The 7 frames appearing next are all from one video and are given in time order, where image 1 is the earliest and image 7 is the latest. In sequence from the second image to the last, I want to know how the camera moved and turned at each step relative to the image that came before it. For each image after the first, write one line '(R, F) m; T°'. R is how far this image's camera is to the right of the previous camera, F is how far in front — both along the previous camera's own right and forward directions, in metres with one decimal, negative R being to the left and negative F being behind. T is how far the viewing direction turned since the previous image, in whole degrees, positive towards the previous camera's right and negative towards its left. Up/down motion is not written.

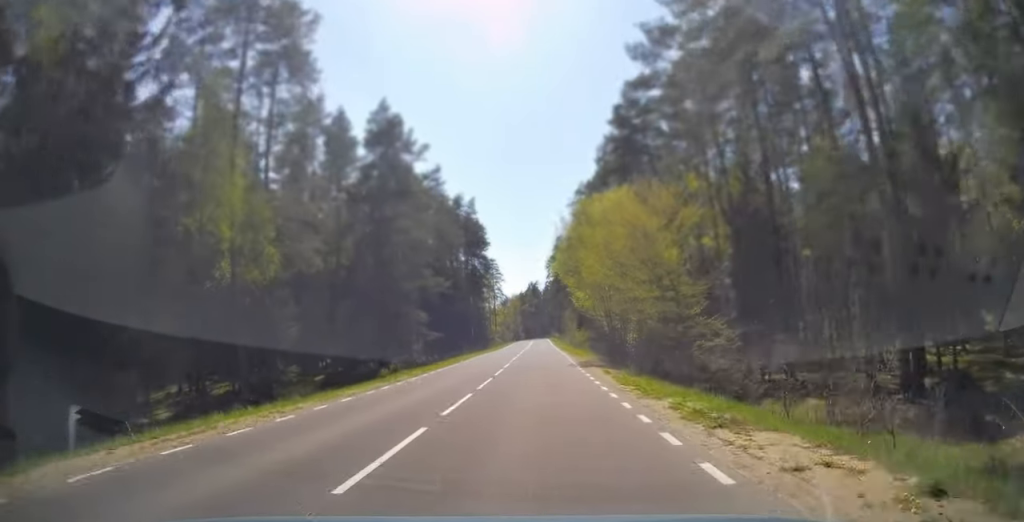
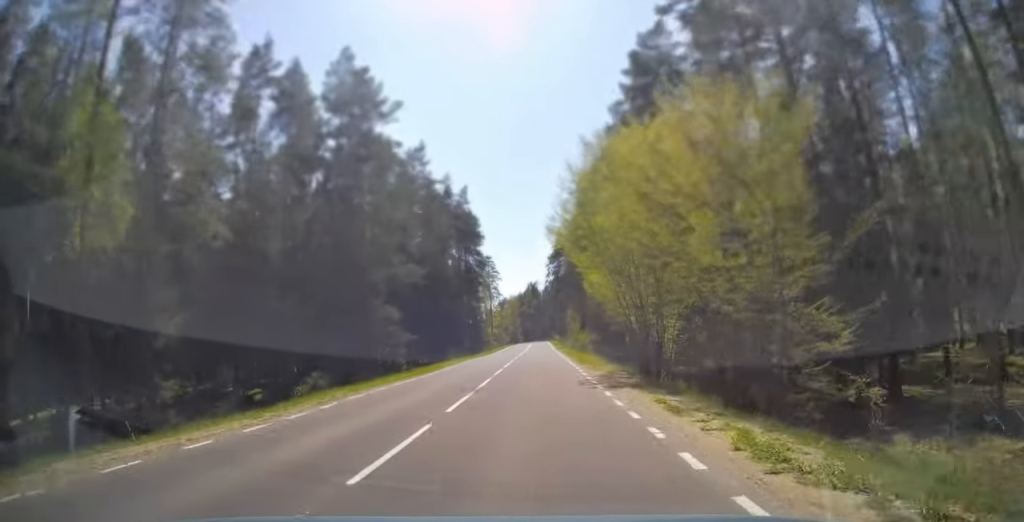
(0.0, +11.3) m; 0°
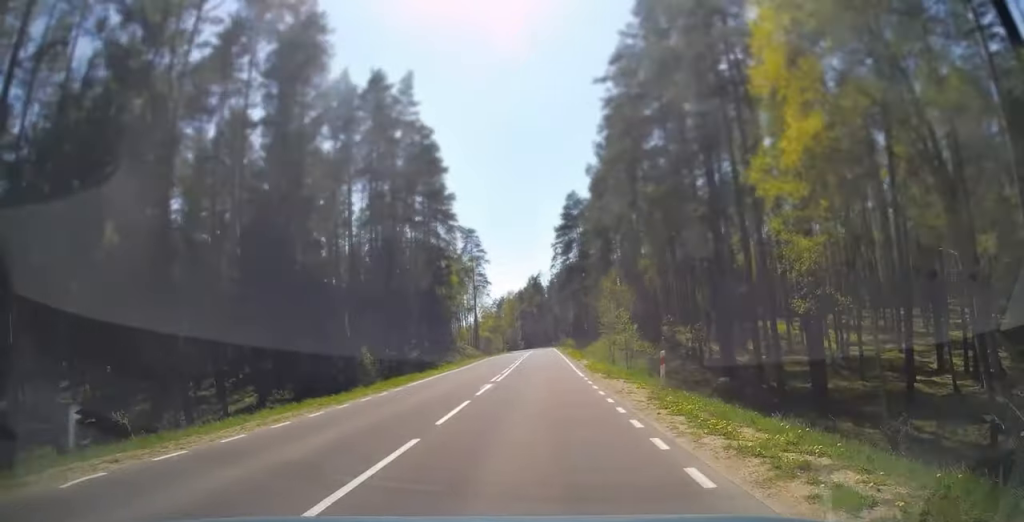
(0.0, +48.7) m; 0°
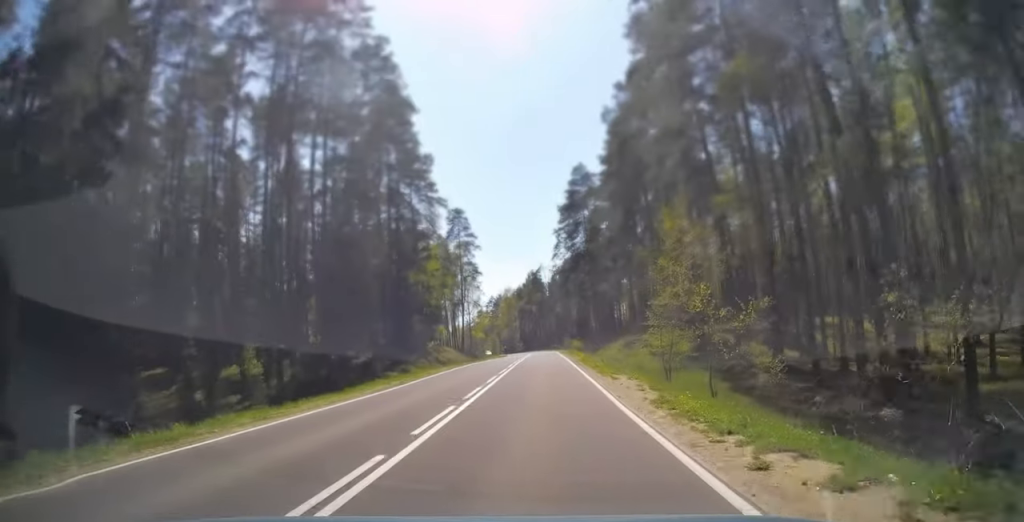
(0.0, +19.4) m; 0°
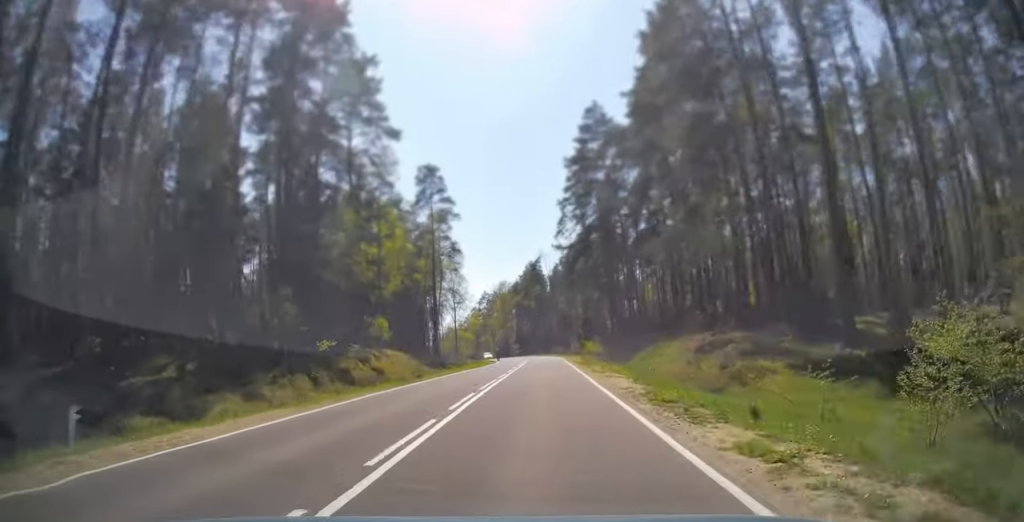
(0.0, +26.2) m; 0°
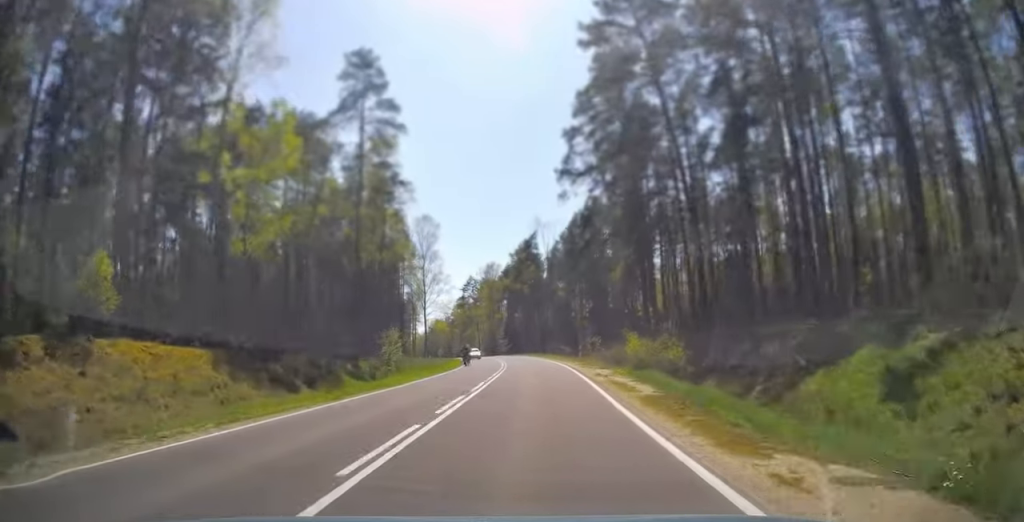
(-0.2, +30.3) m; -2°
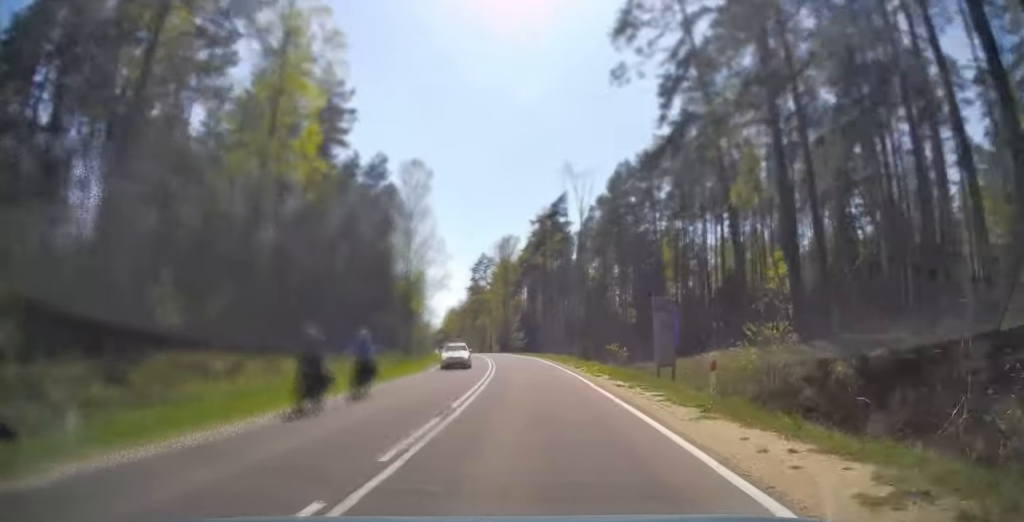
(-0.7, +29.1) m; -3°
